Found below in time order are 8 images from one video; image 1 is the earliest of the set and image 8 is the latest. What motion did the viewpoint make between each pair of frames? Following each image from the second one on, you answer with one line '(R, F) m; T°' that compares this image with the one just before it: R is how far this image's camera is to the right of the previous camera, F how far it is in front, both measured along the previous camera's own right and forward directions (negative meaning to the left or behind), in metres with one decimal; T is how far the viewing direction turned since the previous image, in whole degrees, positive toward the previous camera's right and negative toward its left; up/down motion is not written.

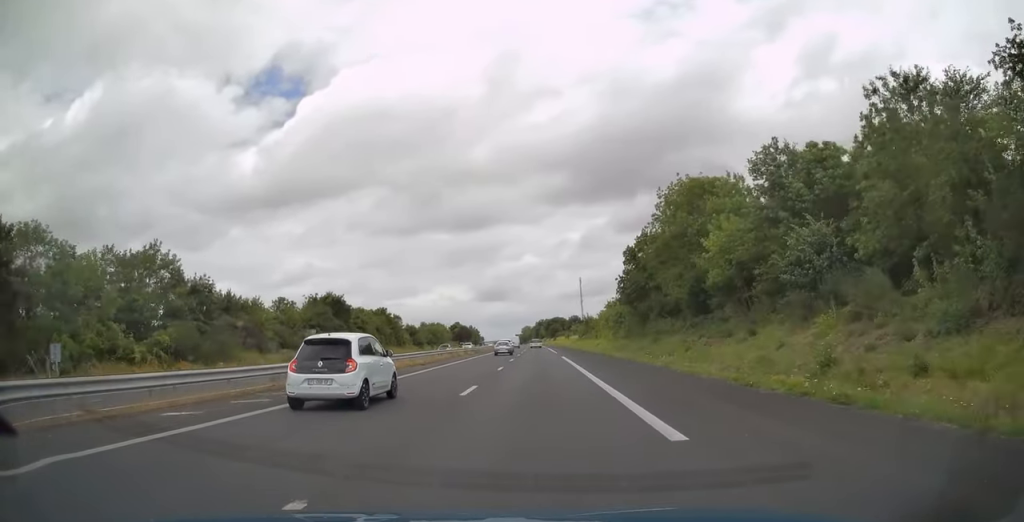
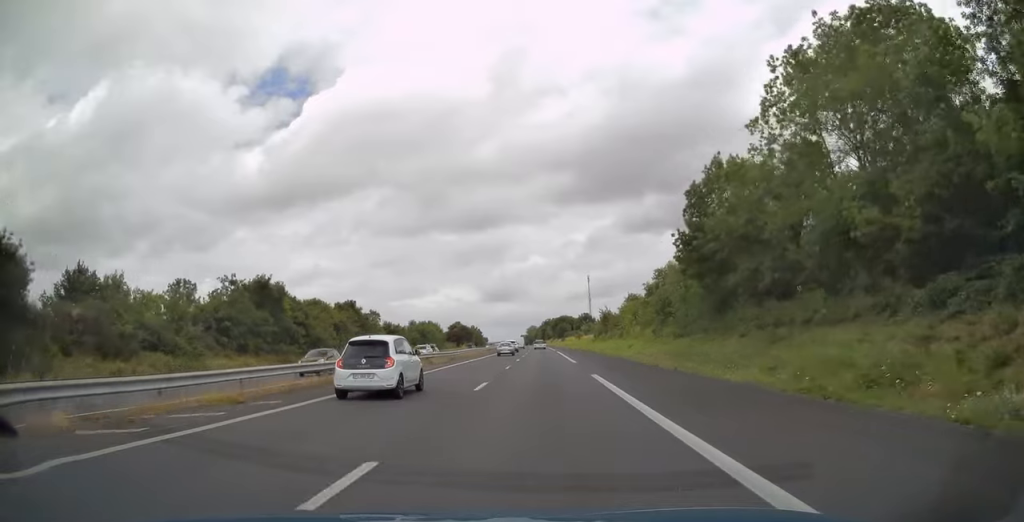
(-0.1, +24.3) m; 0°
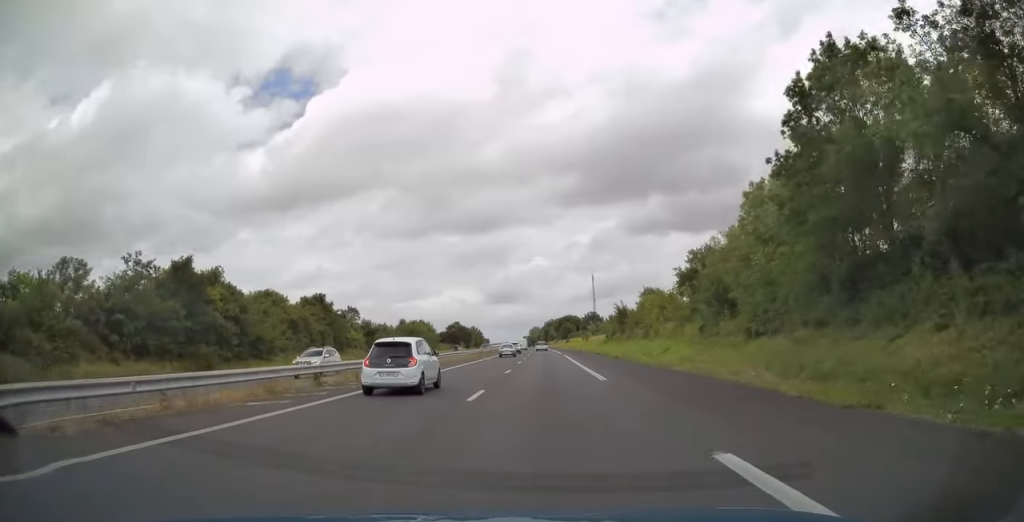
(-0.1, +15.8) m; 0°
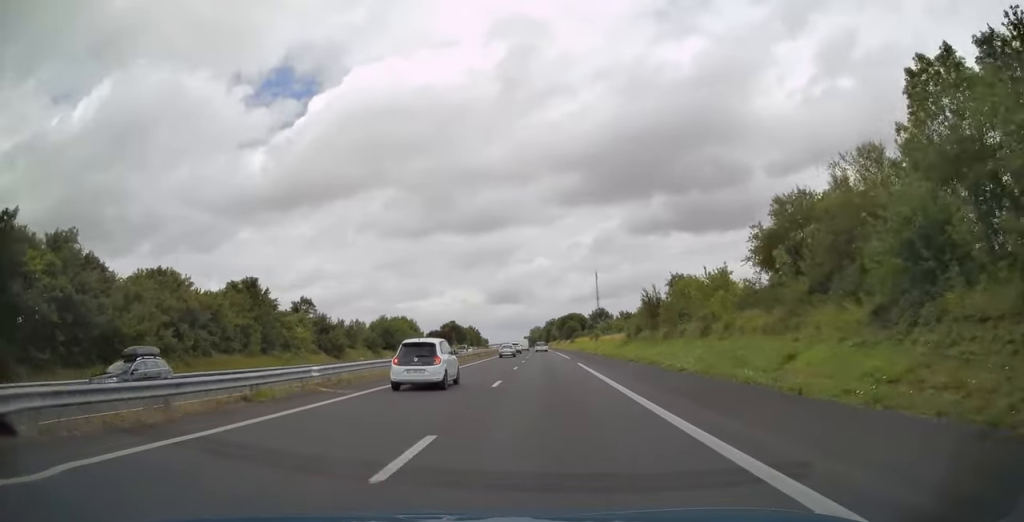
(-0.1, +21.4) m; 0°
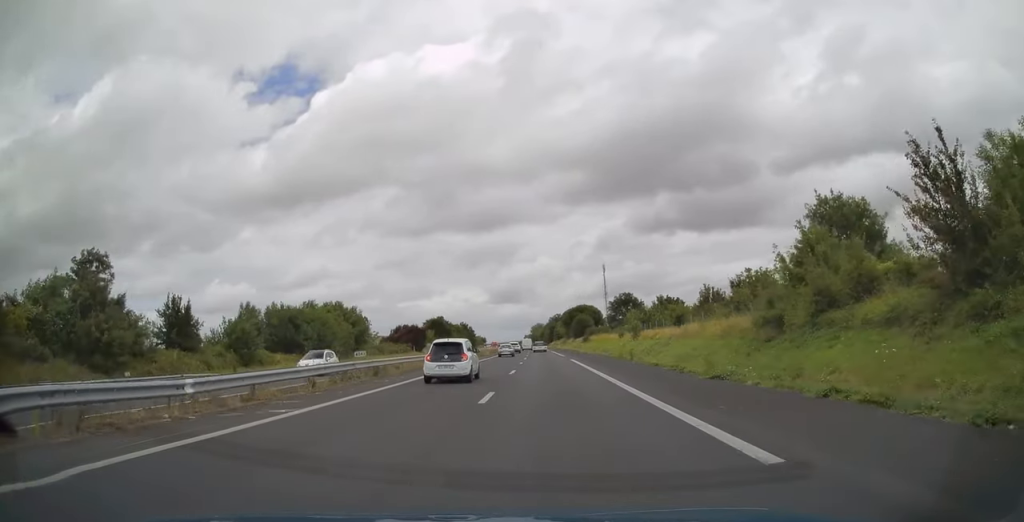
(-0.1, +44.2) m; 0°
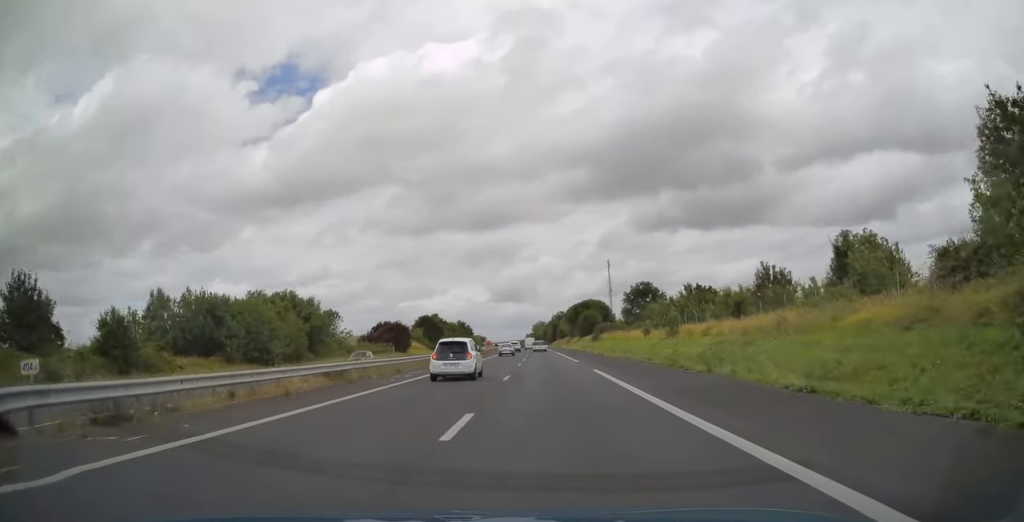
(0.0, +18.2) m; 0°
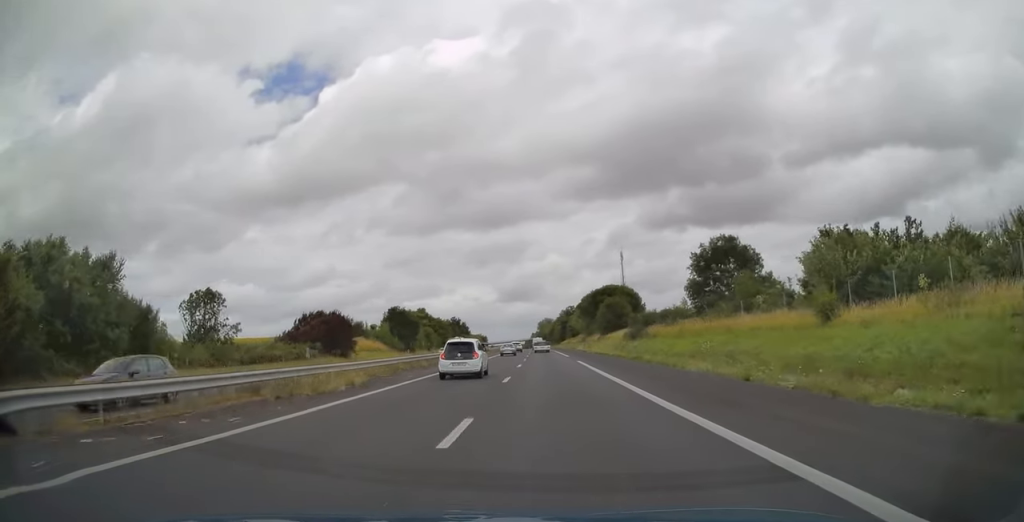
(-0.2, +40.0) m; -1°
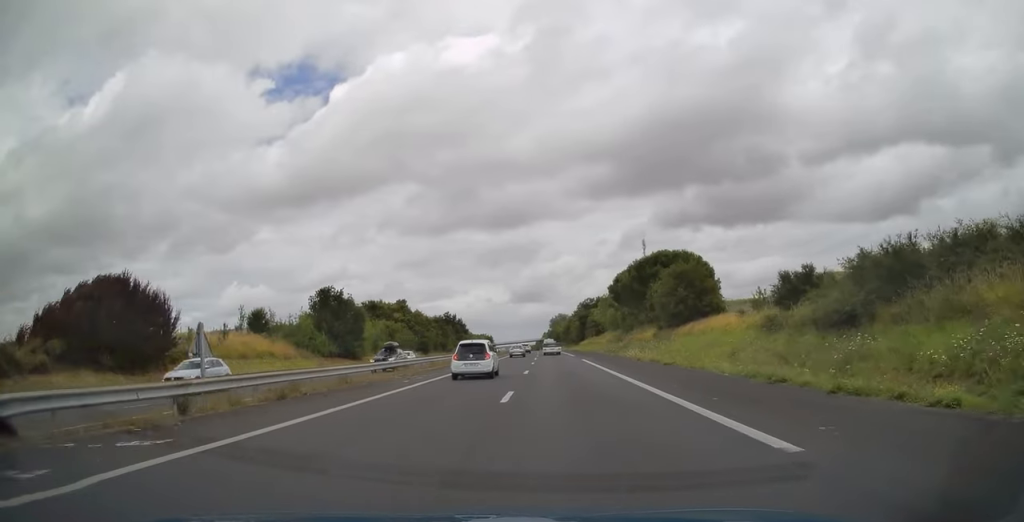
(-0.5, +46.2) m; -1°
